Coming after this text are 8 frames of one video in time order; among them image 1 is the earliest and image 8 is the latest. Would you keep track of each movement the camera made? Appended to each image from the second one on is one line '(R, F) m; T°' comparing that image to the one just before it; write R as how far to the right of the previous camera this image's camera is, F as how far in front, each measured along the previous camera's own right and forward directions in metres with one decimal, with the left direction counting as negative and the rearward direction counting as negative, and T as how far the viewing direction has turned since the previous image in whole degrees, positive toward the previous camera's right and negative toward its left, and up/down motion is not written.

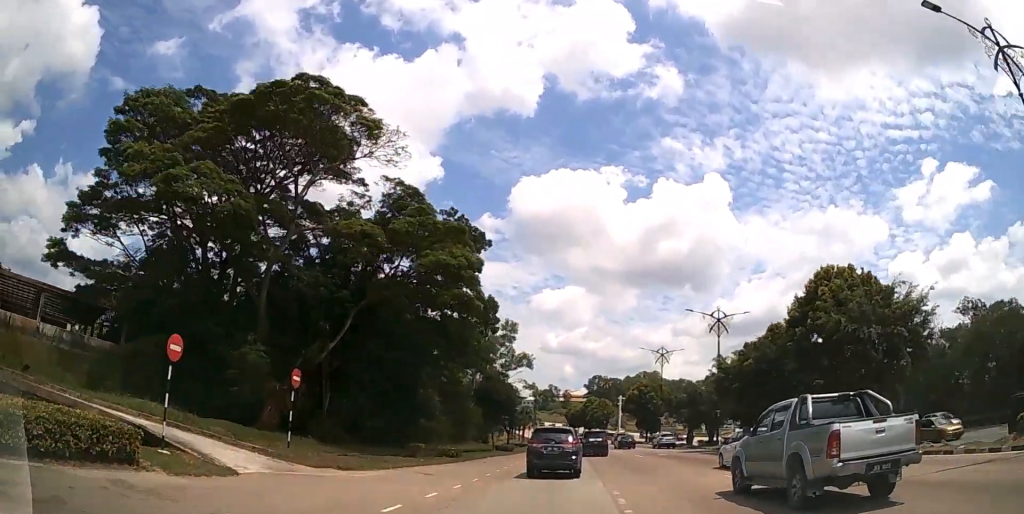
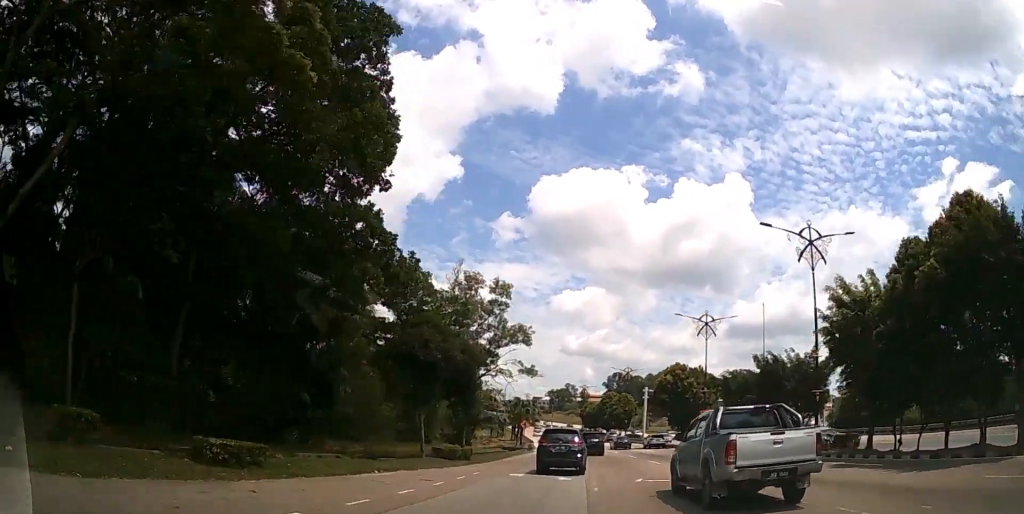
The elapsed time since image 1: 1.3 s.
(-0.6, +20.8) m; -3°
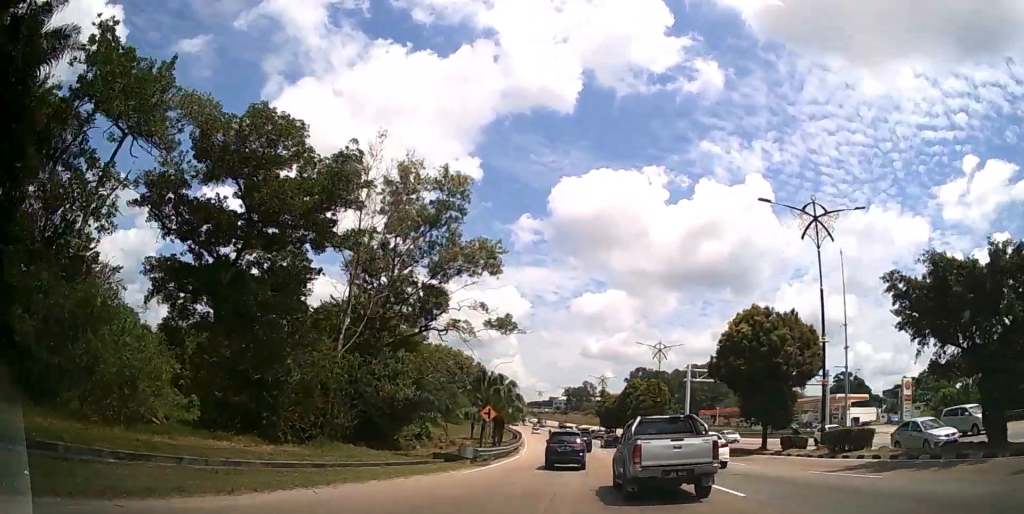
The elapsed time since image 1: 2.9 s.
(-0.6, +26.2) m; -2°
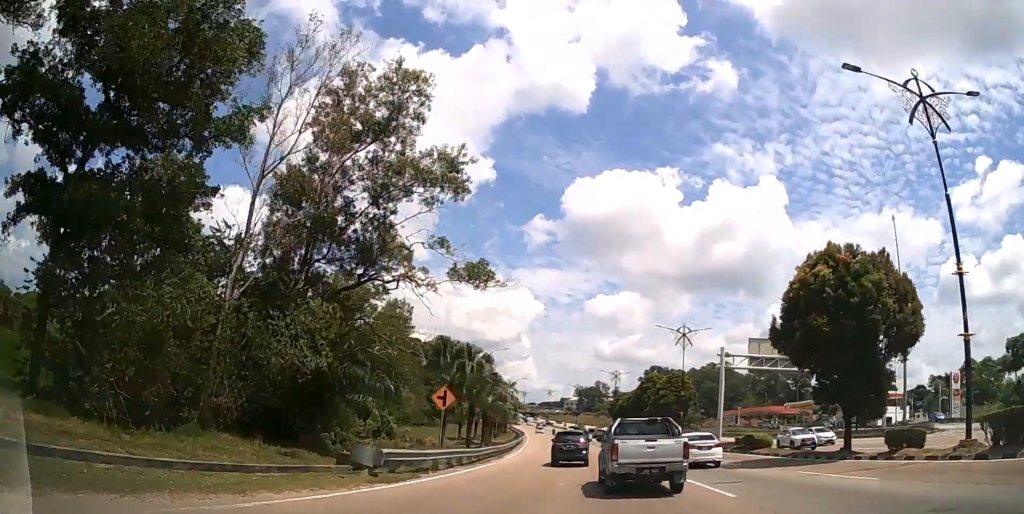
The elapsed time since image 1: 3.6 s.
(-0.1, +11.3) m; -1°
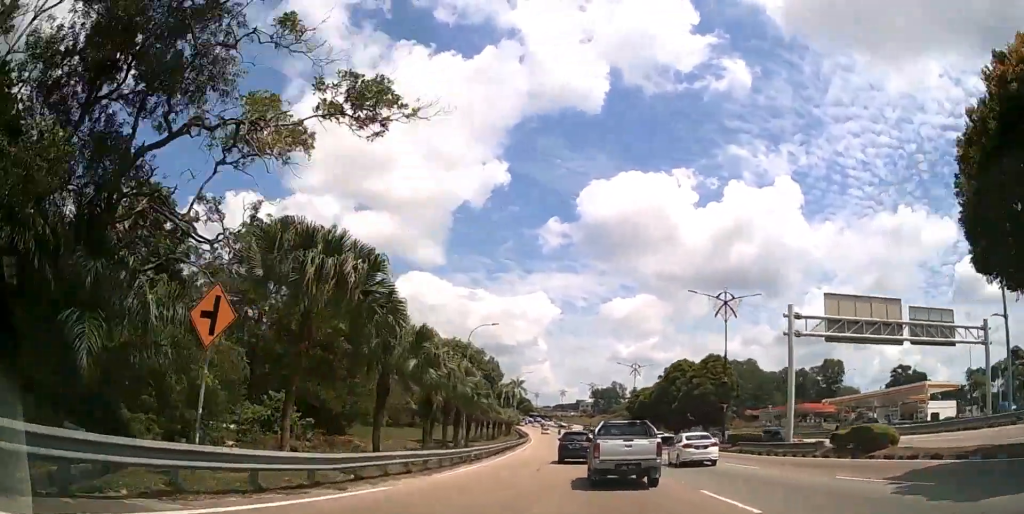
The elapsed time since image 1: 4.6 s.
(-0.2, +14.9) m; -2°
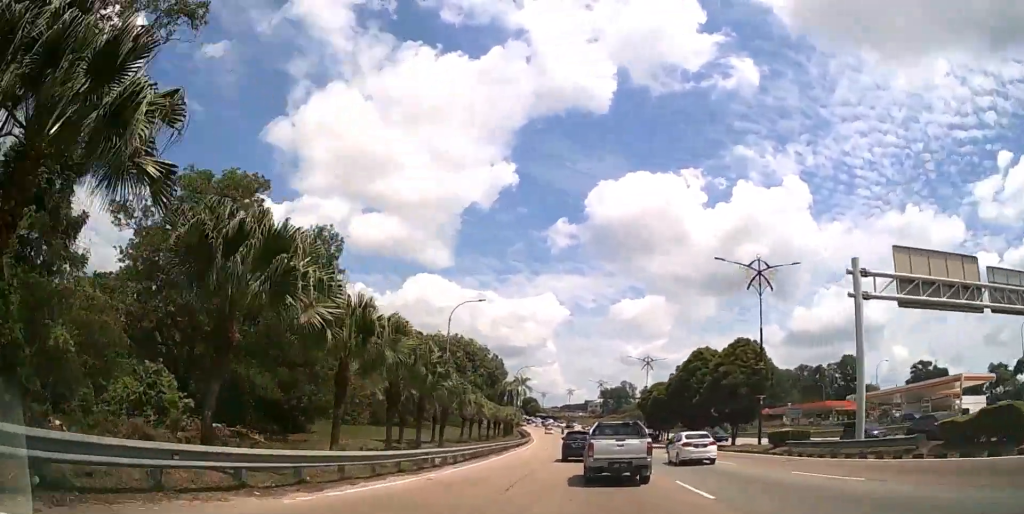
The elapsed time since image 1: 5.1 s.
(0.0, +8.4) m; -1°
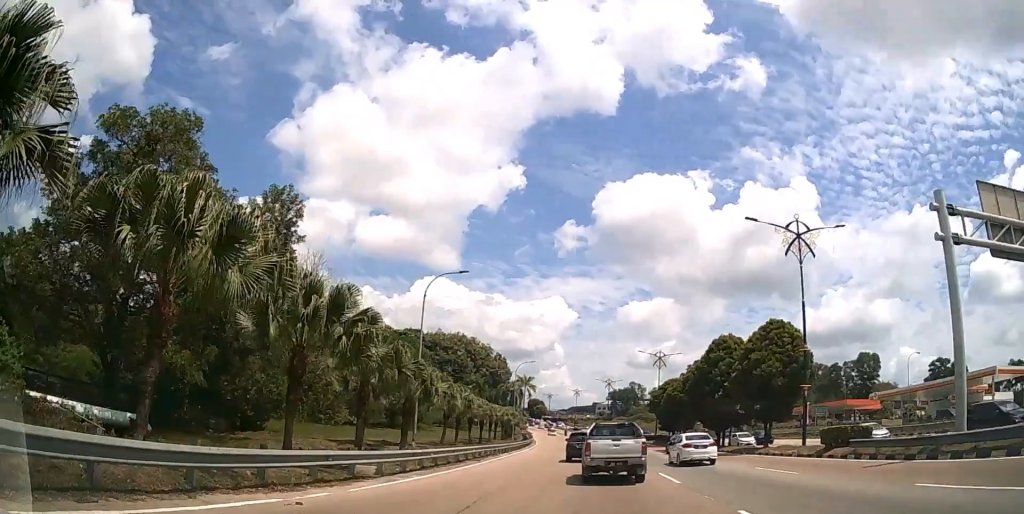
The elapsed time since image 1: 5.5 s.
(-0.1, +7.1) m; -1°
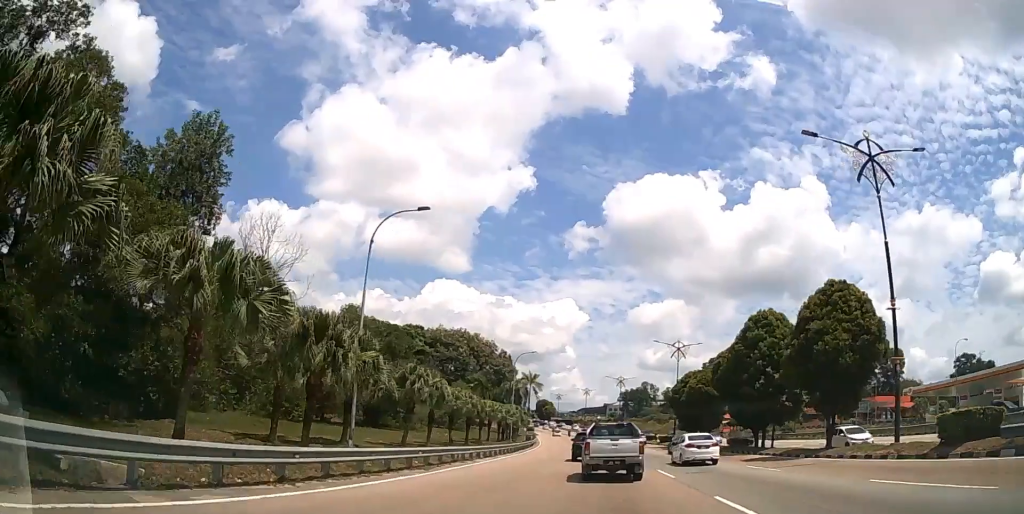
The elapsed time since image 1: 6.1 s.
(-0.1, +9.7) m; -1°
